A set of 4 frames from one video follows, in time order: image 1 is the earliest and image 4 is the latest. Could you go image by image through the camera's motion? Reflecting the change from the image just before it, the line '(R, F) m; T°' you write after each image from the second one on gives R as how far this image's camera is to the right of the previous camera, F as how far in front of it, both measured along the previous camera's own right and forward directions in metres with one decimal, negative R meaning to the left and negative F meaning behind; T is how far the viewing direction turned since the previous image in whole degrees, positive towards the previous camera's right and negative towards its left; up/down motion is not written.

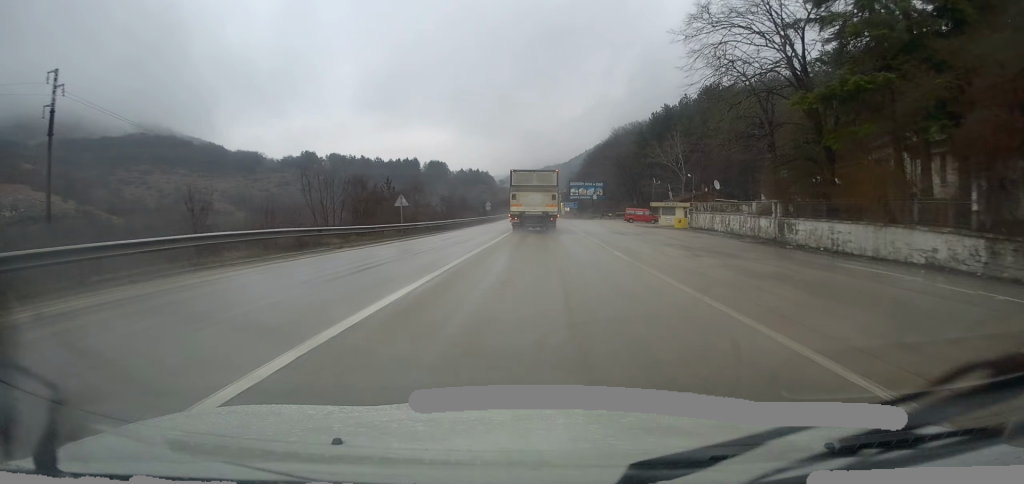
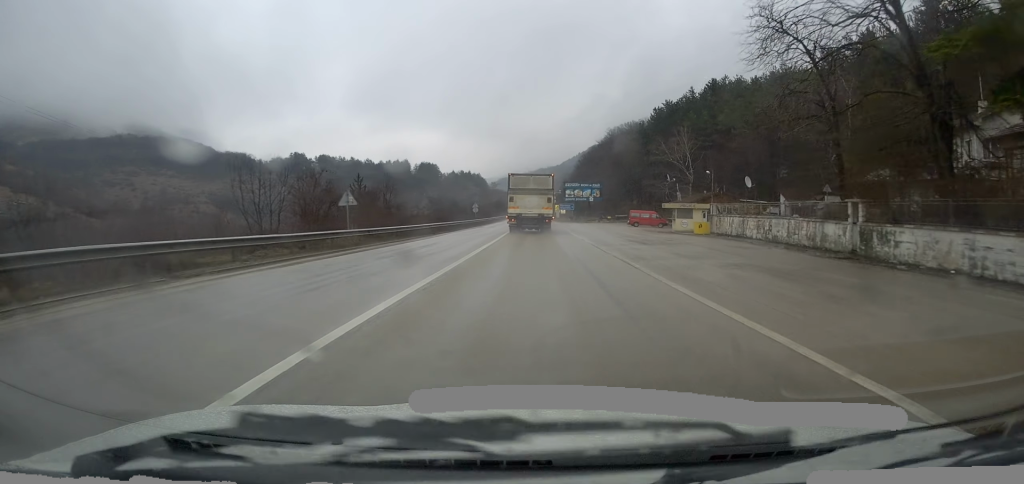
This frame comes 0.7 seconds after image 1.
(+0.3, +9.6) m; +2°
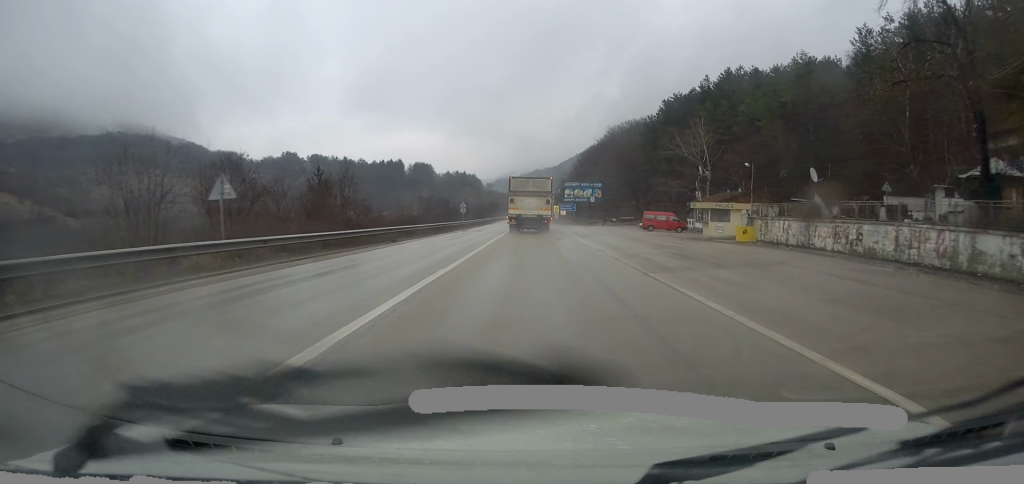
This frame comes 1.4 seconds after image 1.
(+0.2, +11.1) m; +1°
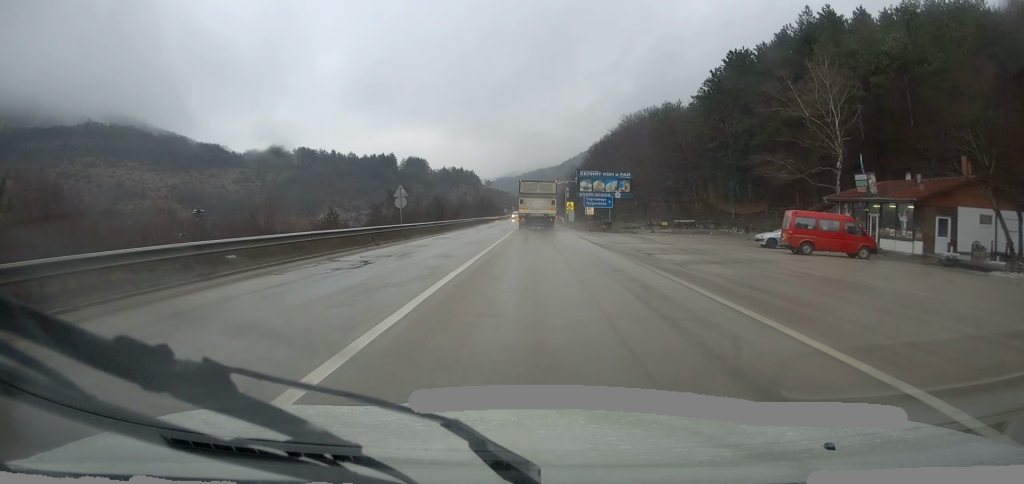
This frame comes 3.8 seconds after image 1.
(-0.7, +36.4) m; -2°
